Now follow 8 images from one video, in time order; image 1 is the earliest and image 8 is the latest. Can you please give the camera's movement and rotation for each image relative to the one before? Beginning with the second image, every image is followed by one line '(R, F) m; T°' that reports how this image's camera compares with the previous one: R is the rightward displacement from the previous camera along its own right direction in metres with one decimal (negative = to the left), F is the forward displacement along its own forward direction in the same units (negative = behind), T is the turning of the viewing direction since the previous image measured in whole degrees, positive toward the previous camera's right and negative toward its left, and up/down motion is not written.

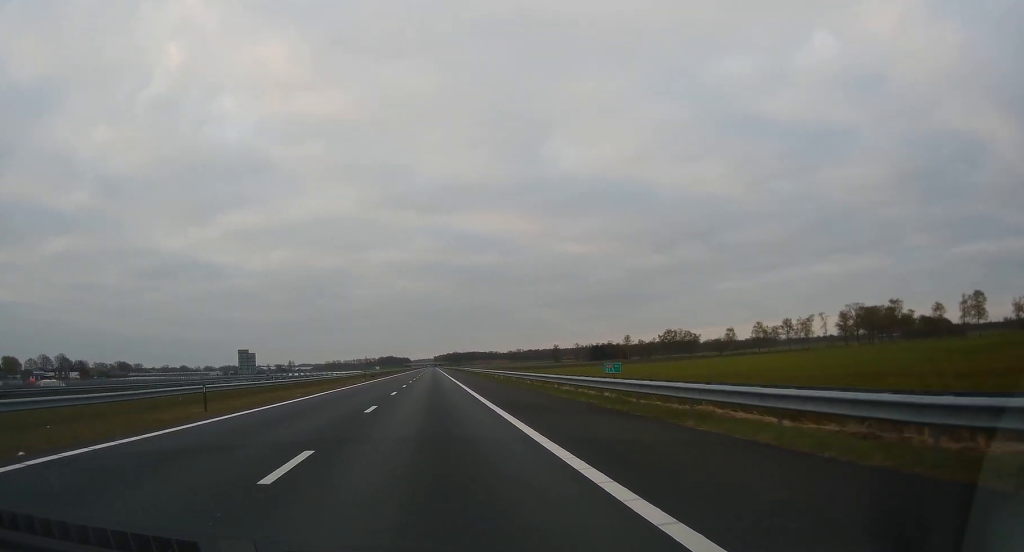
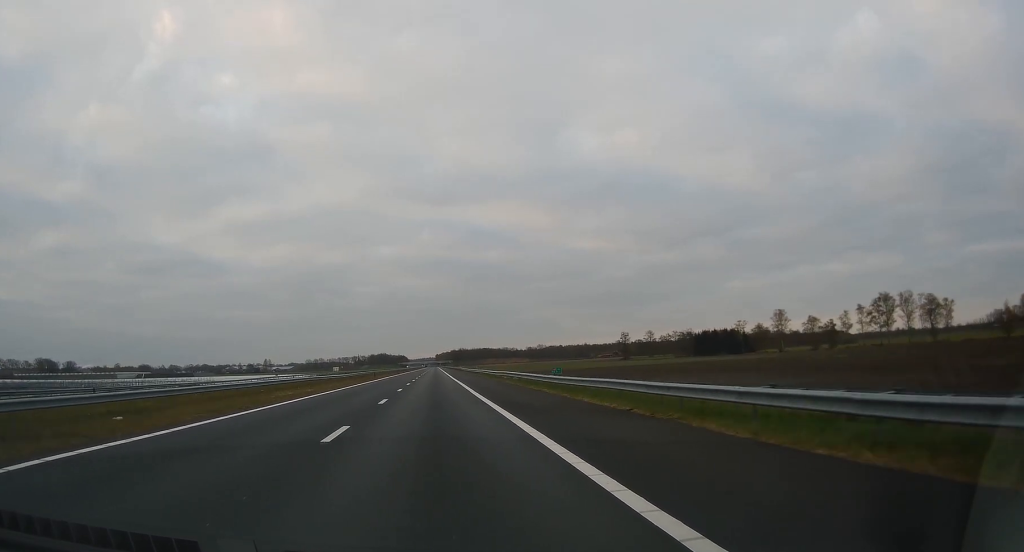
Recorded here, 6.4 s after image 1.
(-0.7, +210.2) m; 0°
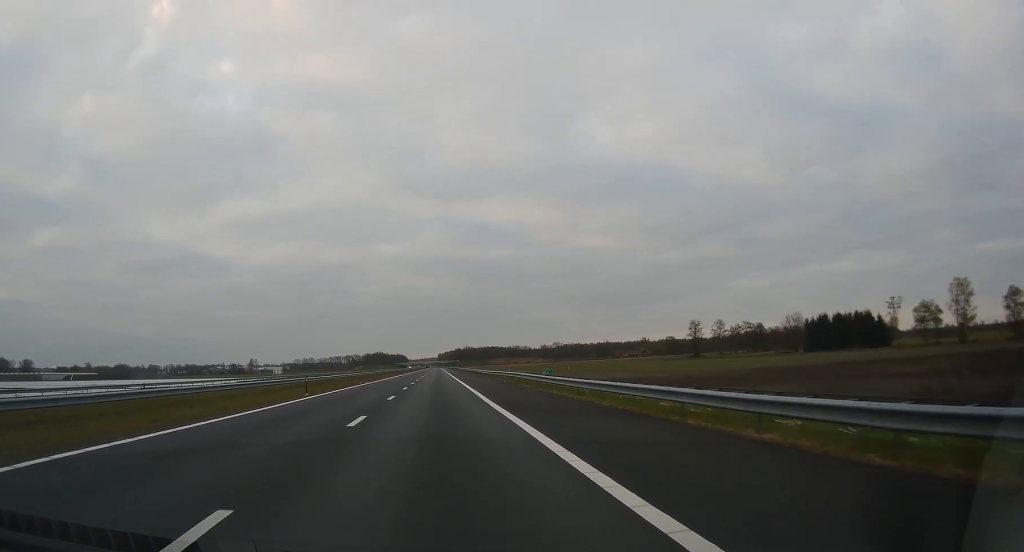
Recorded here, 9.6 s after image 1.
(-0.1, +114.8) m; 0°
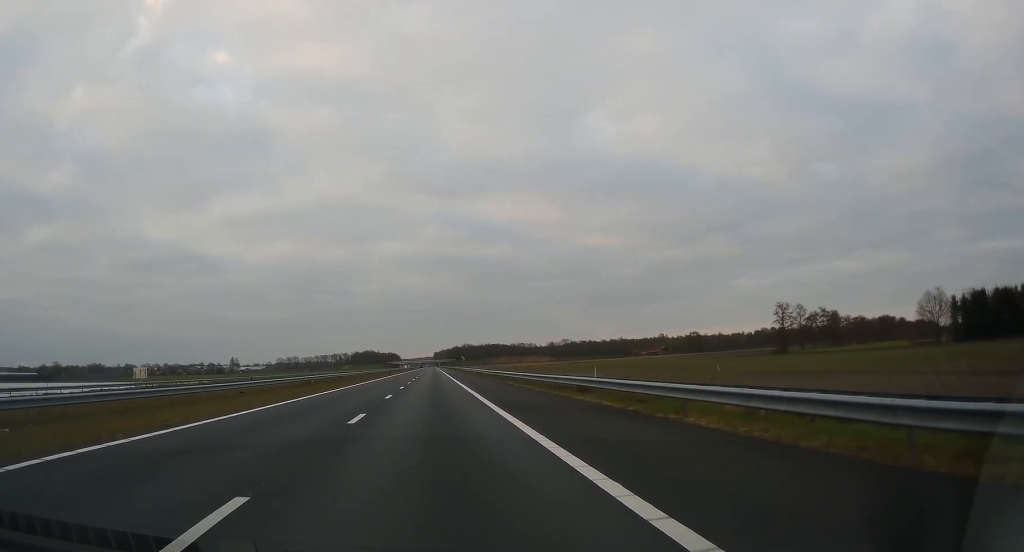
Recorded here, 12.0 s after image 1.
(+0.1, +79.4) m; 0°
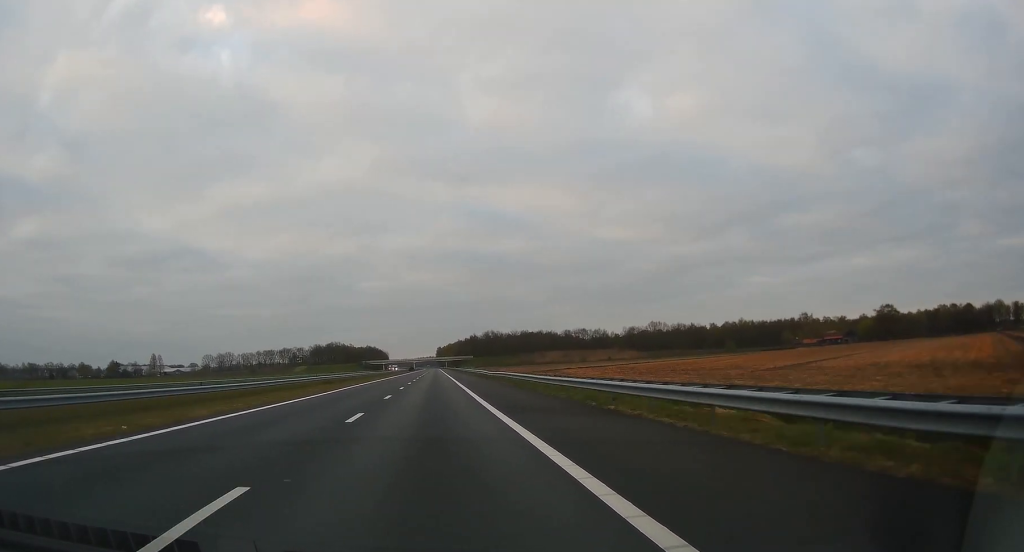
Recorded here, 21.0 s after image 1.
(-0.6, +266.4) m; 0°
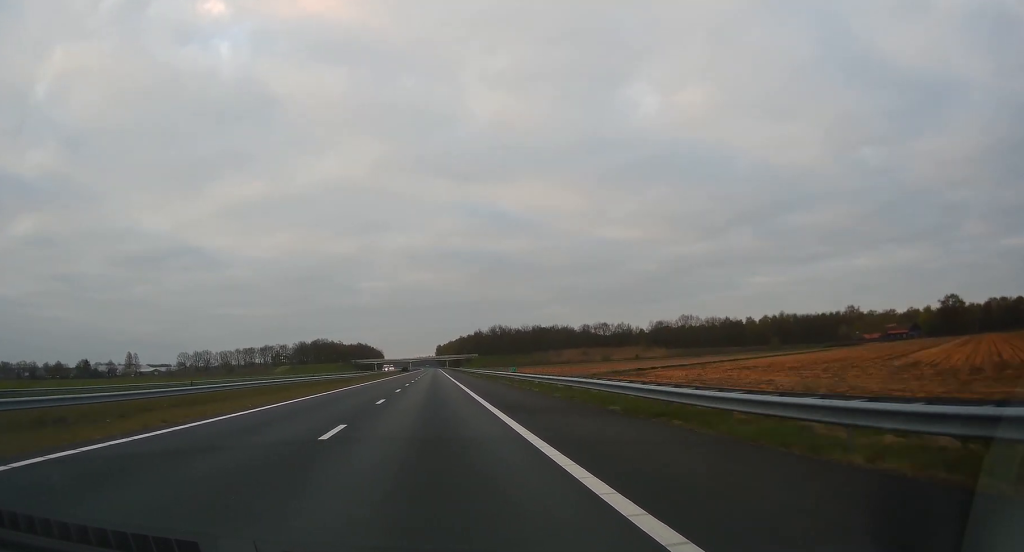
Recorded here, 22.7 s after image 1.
(-0.2, +48.9) m; 0°
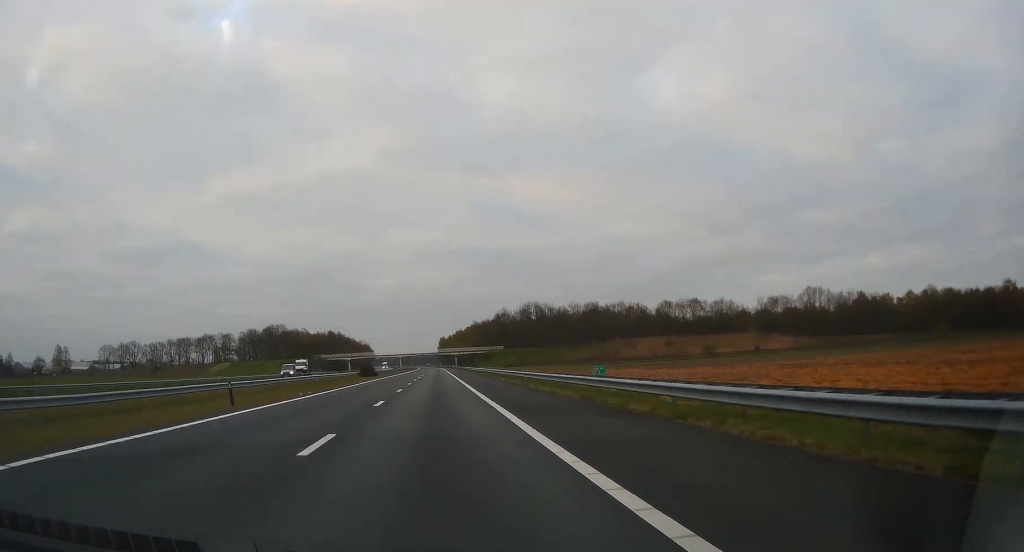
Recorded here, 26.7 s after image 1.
(+0.4, +97.3) m; 0°
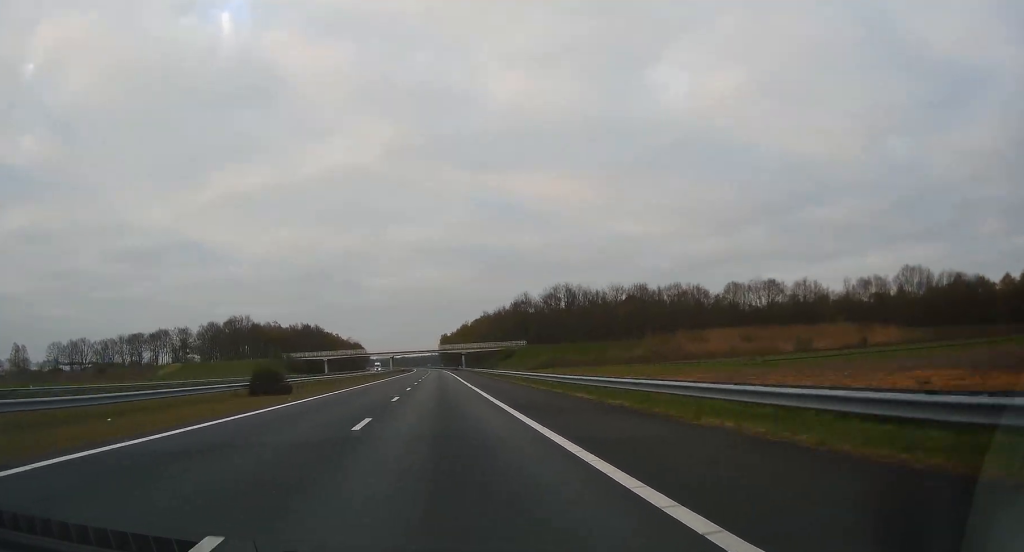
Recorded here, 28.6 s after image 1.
(-0.1, +68.6) m; 0°
